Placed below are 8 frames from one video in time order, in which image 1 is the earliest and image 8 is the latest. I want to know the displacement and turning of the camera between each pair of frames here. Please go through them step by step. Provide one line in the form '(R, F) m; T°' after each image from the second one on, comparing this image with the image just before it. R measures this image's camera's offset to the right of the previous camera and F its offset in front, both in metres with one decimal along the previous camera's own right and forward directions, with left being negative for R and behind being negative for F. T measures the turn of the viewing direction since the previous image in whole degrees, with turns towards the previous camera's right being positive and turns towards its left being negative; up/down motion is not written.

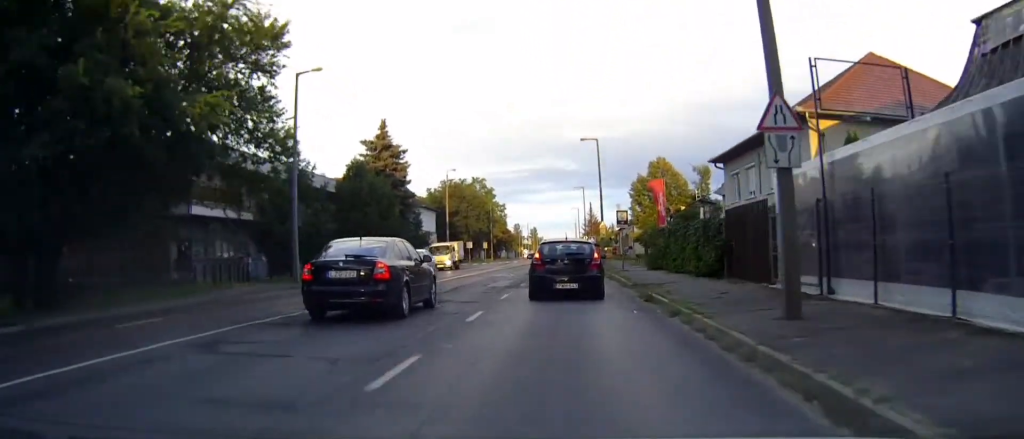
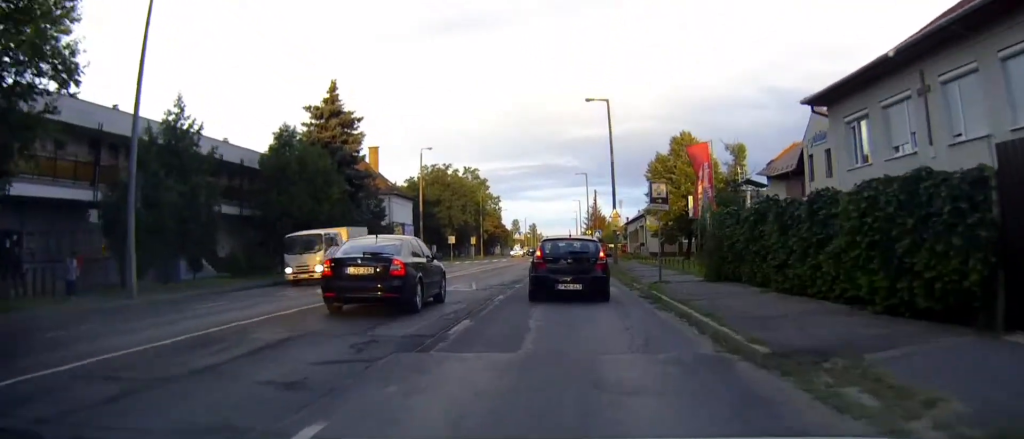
(-0.1, +15.3) m; 0°
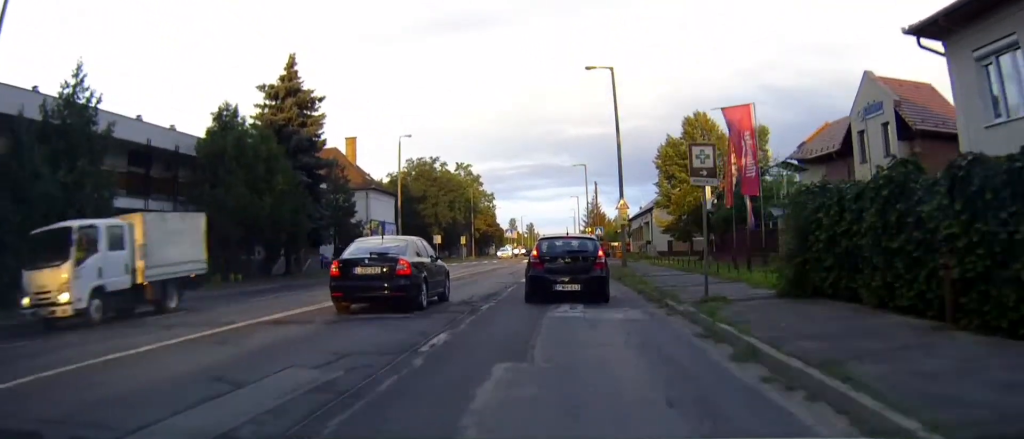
(0.0, +8.0) m; 0°
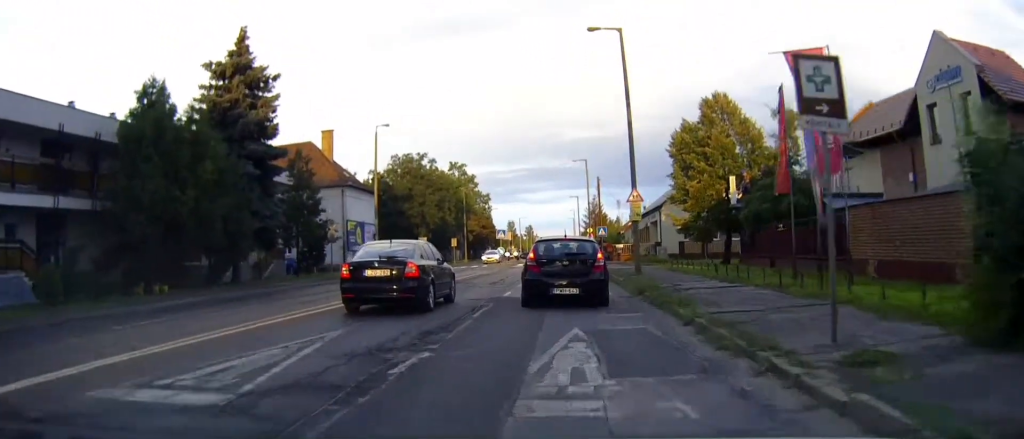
(0.0, +7.8) m; 0°
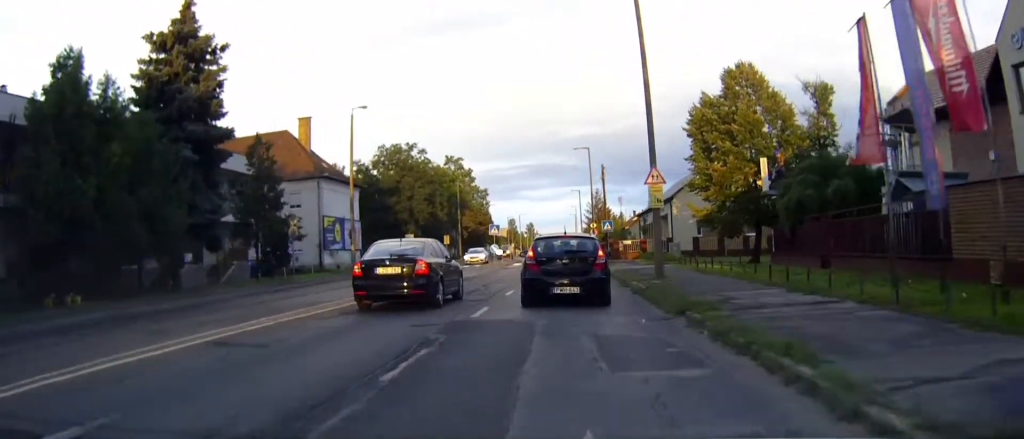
(0.0, +6.5) m; 0°
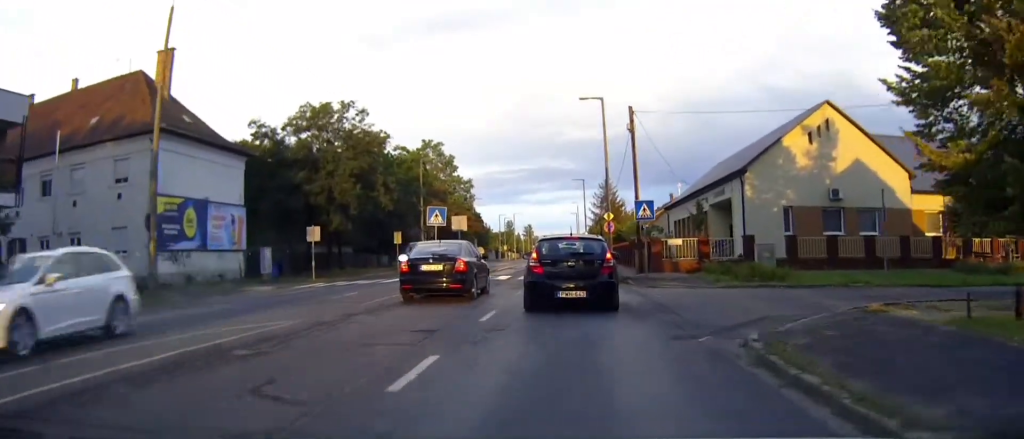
(-0.1, +24.8) m; 0°
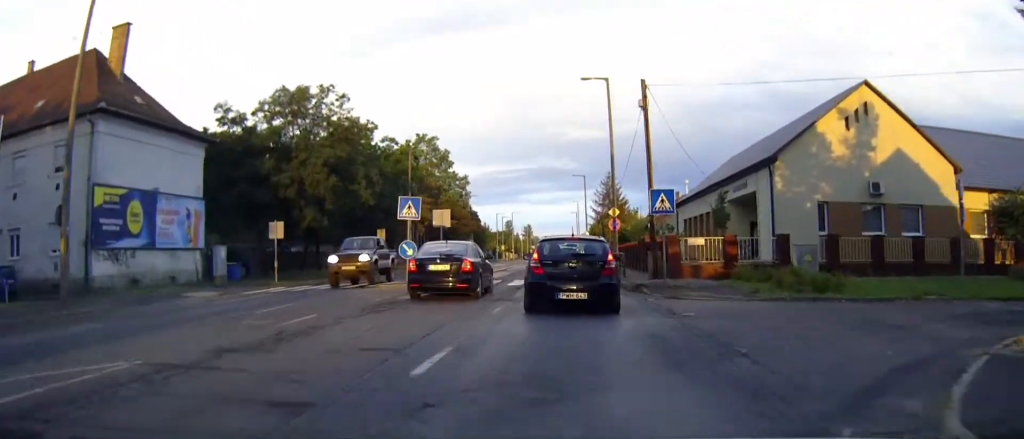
(0.0, +5.3) m; 0°
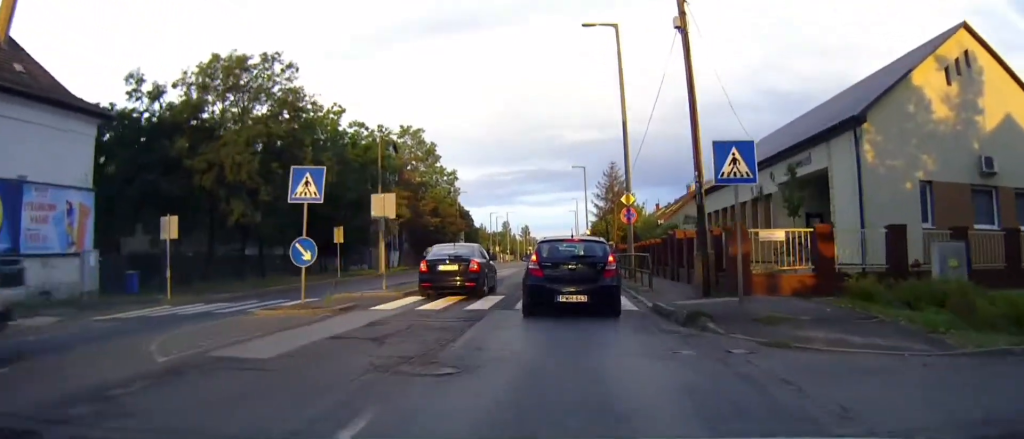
(0.0, +10.0) m; 0°
